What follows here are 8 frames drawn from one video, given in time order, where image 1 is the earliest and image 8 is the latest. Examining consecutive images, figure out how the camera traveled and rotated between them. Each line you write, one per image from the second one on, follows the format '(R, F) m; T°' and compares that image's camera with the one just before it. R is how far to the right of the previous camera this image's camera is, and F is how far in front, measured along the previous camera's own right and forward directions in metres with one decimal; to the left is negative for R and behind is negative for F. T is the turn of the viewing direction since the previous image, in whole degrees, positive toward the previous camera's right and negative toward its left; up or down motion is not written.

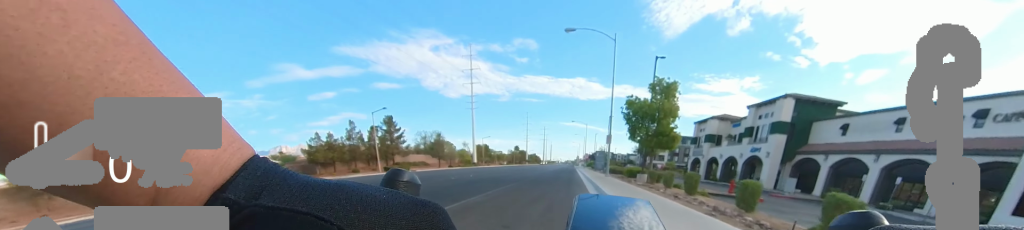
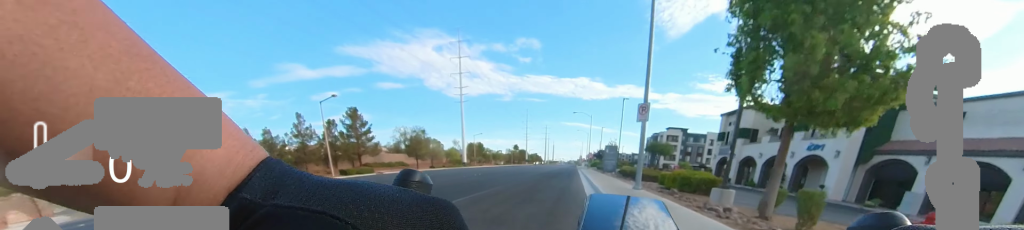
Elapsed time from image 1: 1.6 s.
(0.0, +10.2) m; 0°
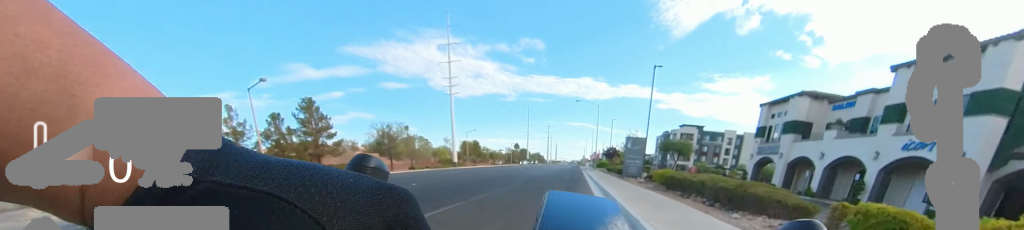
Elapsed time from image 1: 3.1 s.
(0.0, +9.3) m; 0°
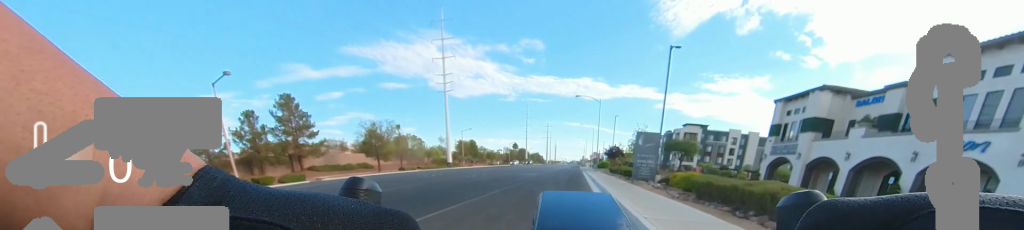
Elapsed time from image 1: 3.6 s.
(0.0, +3.1) m; 0°
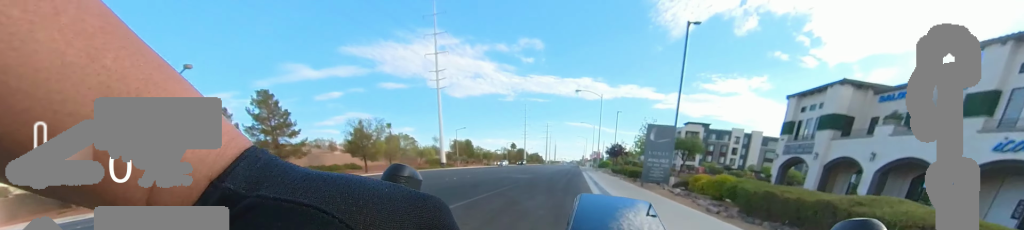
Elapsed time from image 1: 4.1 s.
(0.0, +2.7) m; 0°
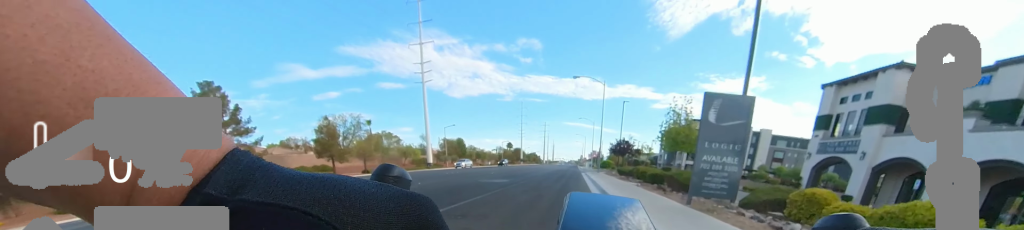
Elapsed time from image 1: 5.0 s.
(0.0, +5.6) m; 0°
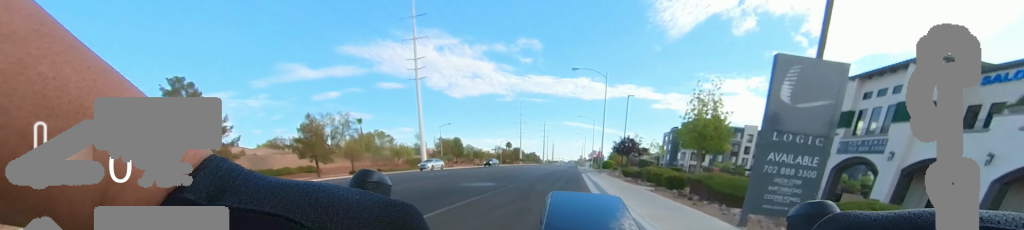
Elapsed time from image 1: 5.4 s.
(0.0, +2.5) m; 0°
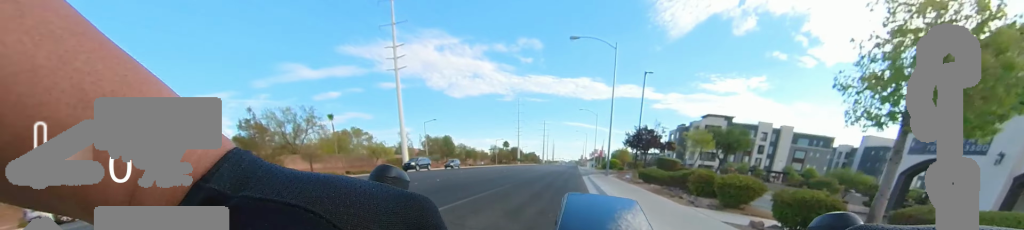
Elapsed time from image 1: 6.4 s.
(0.0, +6.6) m; 0°
